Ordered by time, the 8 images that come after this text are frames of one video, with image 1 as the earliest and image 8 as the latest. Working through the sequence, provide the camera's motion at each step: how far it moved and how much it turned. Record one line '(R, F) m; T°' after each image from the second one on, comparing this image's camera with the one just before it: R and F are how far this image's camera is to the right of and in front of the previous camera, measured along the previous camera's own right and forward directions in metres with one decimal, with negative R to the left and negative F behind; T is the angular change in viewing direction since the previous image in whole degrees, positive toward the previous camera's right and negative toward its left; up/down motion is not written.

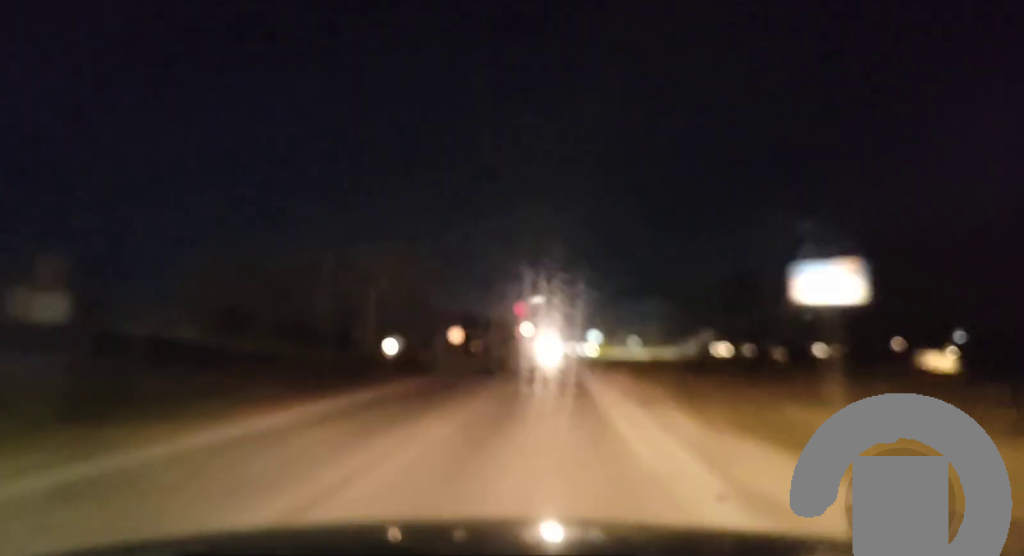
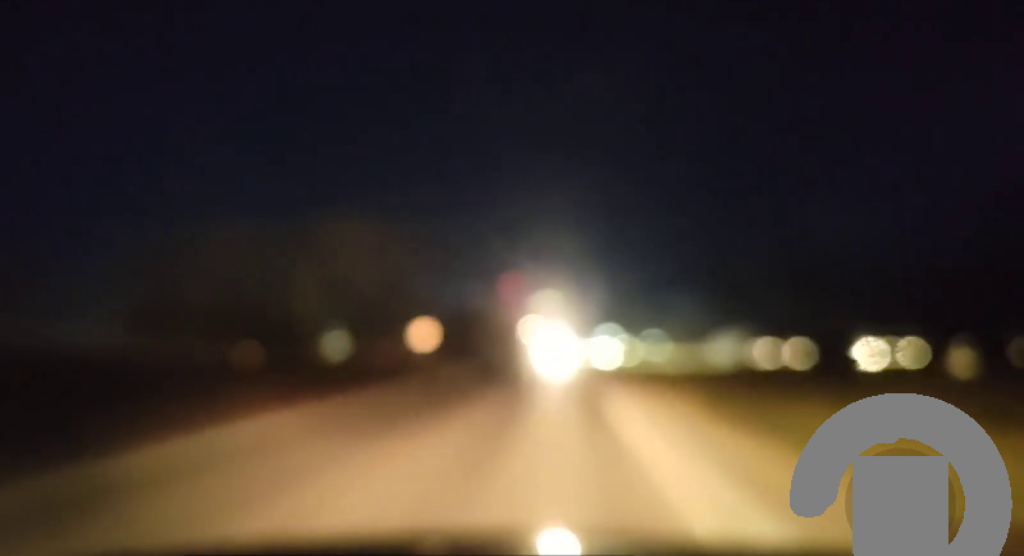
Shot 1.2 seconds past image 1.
(0.0, +21.4) m; 0°
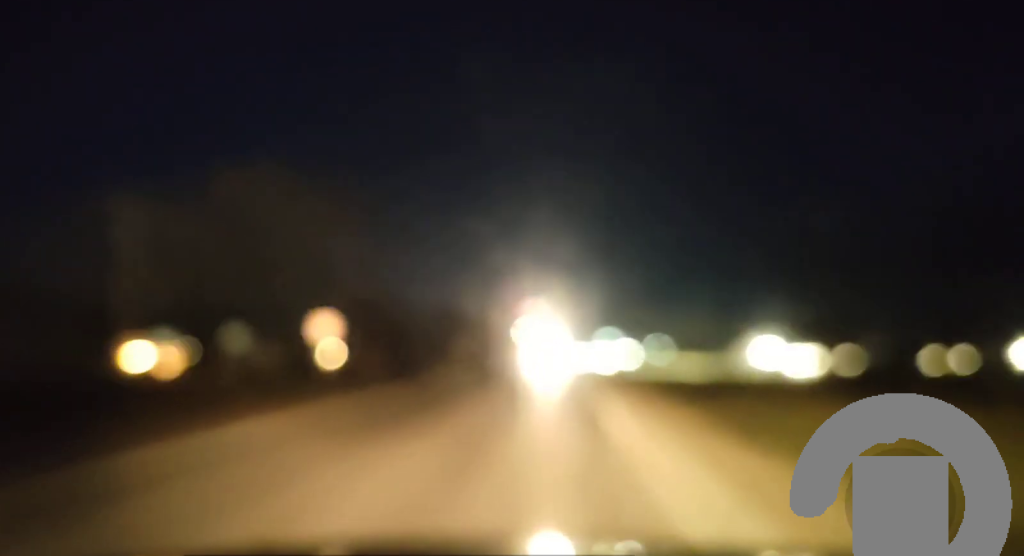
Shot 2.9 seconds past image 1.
(+0.1, +29.0) m; 0°
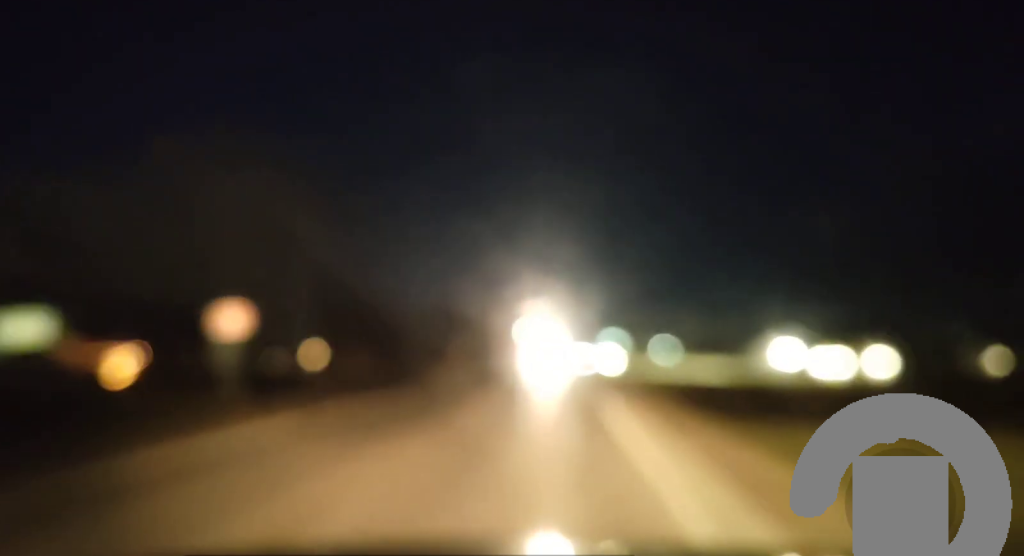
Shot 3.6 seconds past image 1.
(0.0, +12.2) m; 0°
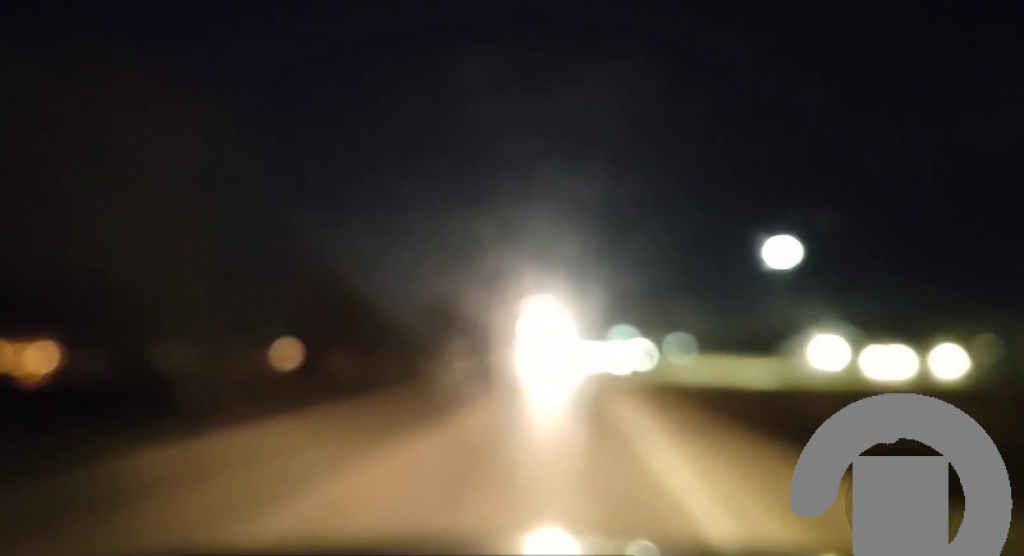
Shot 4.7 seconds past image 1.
(0.0, +18.6) m; 0°
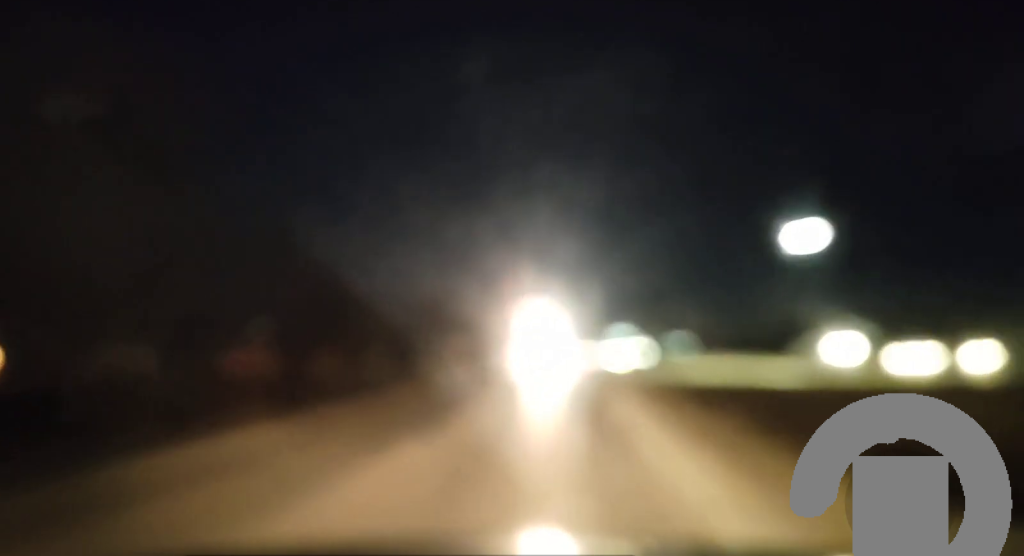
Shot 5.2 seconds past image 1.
(0.0, +7.4) m; 0°
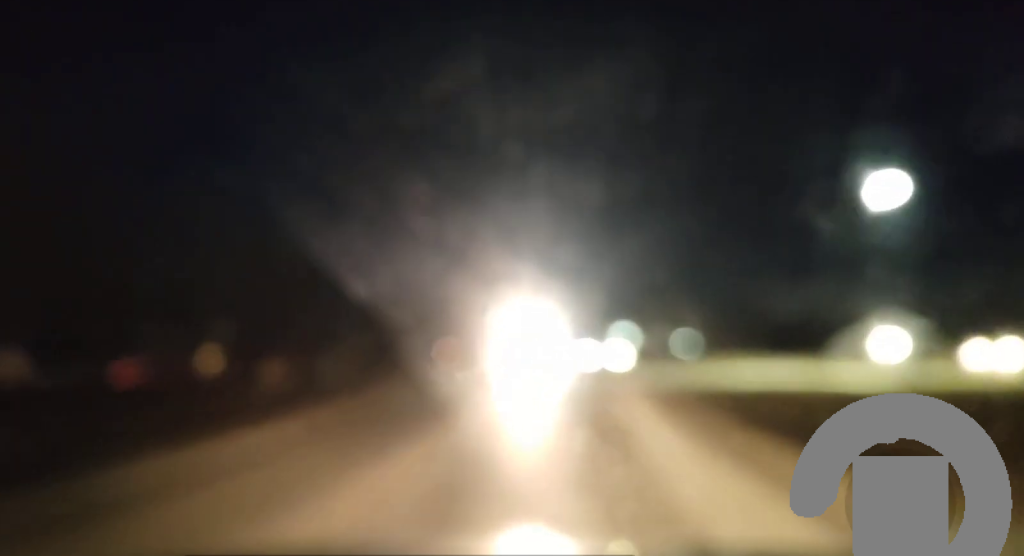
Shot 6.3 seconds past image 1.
(-0.2, +19.1) m; 0°
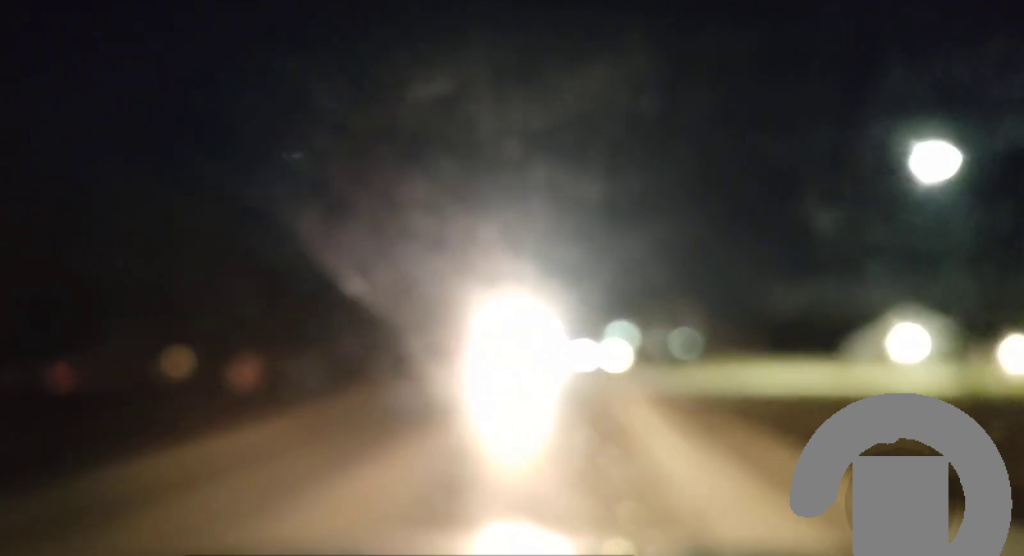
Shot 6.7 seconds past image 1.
(+0.1, +7.2) m; 0°
